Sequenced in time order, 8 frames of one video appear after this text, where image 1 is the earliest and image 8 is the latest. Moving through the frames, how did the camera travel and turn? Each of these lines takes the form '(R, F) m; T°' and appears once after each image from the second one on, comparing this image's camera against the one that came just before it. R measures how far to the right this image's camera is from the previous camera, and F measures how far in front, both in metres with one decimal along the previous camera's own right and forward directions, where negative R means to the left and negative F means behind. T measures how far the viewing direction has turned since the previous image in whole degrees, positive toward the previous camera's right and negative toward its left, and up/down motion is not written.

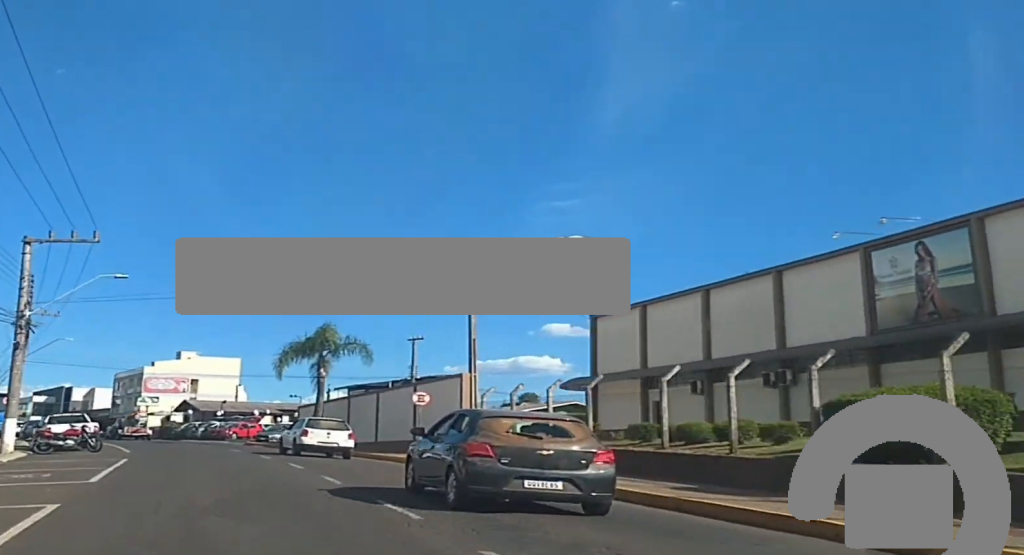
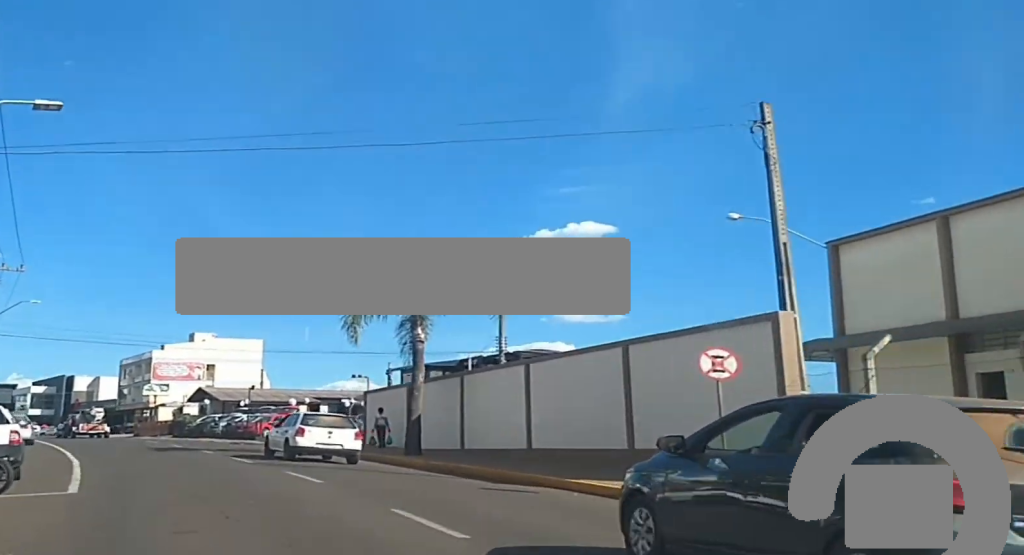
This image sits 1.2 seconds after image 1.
(-0.1, +18.8) m; -2°
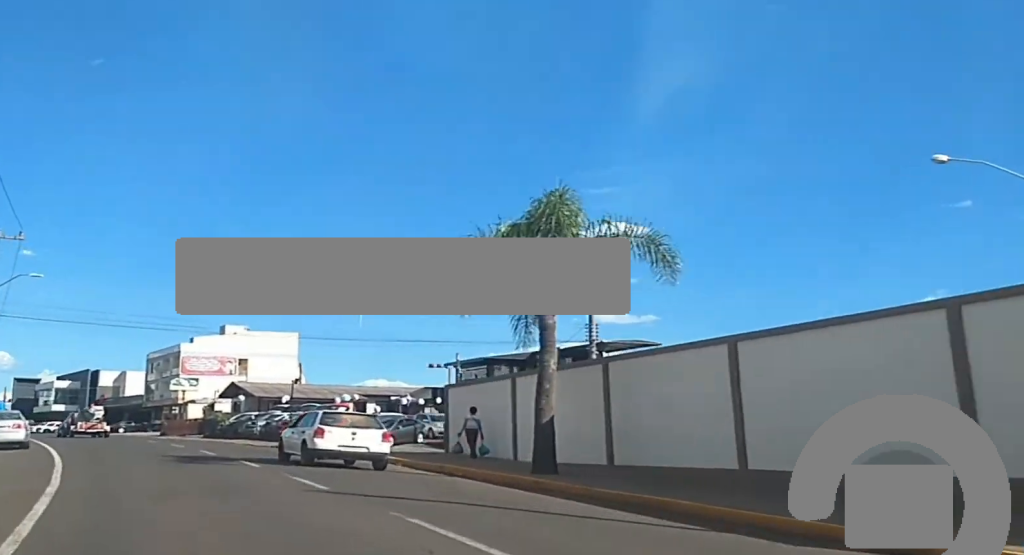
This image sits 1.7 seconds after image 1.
(-0.1, +8.9) m; -1°
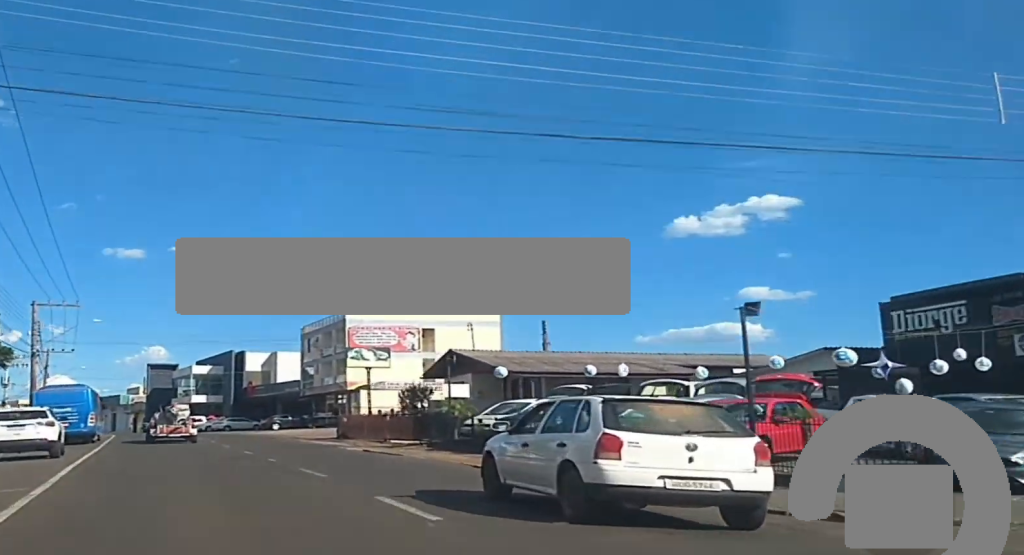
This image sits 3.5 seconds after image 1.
(-1.2, +30.5) m; -4°
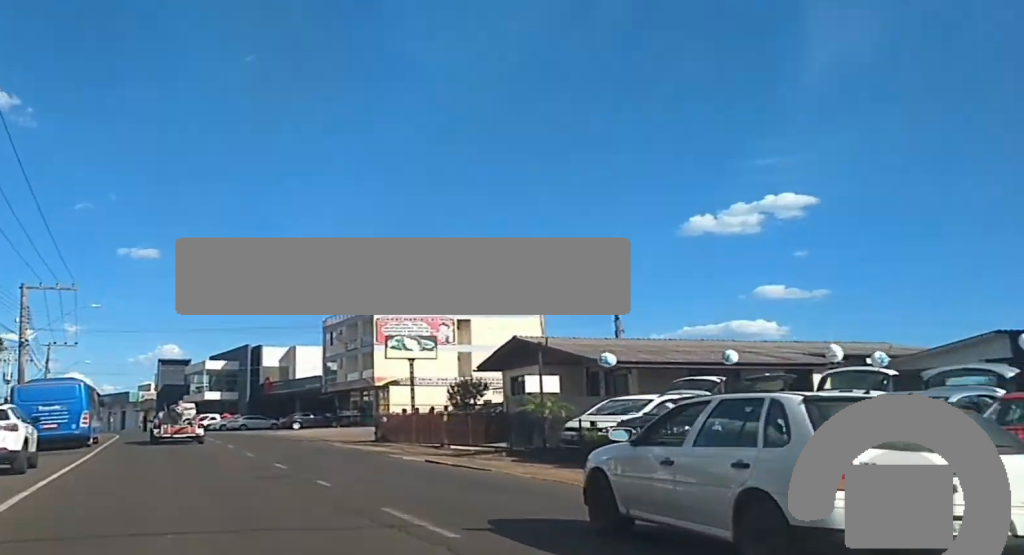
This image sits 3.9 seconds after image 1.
(0.0, +7.6) m; -1°
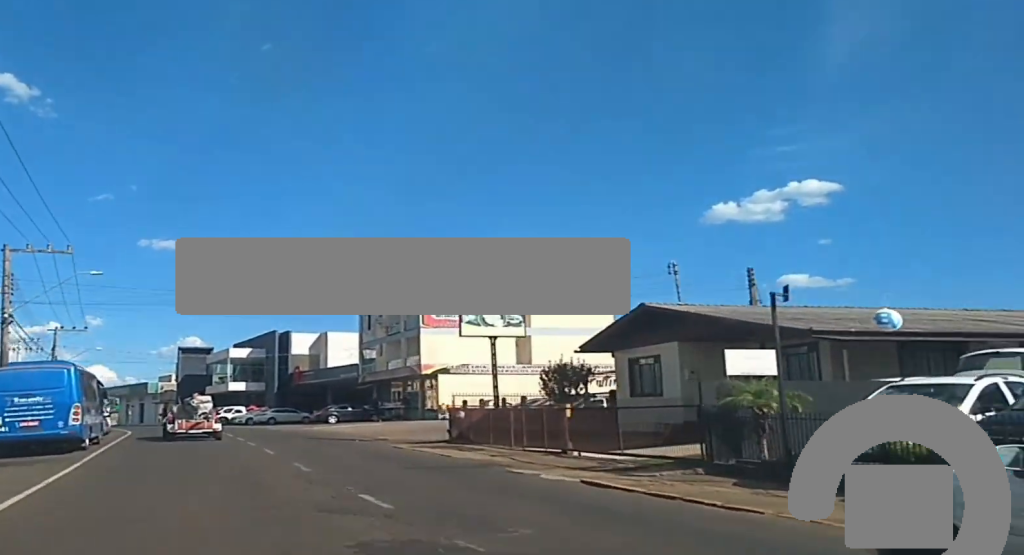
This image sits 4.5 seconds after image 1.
(0.0, +9.9) m; -1°
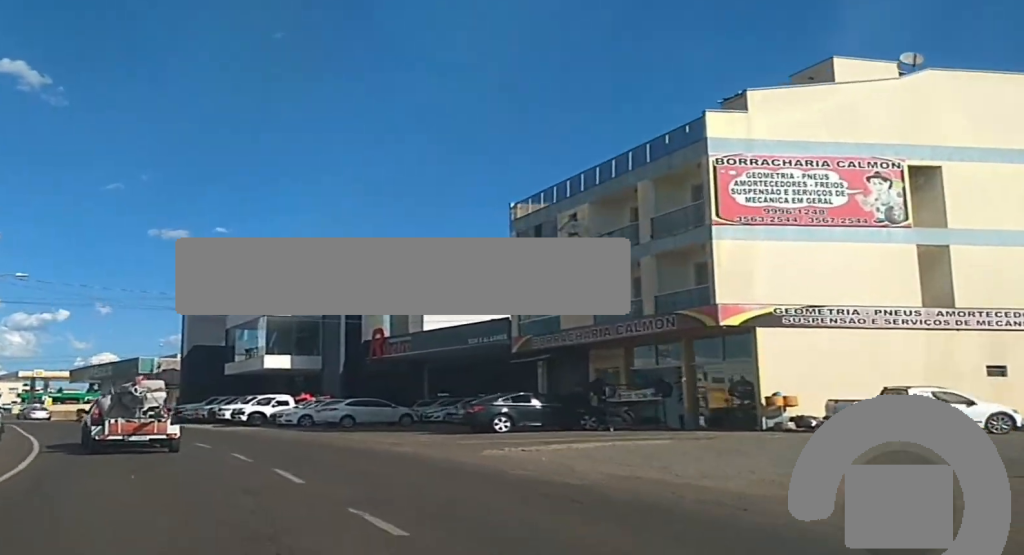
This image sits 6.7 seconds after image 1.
(-0.8, +37.4) m; -2°
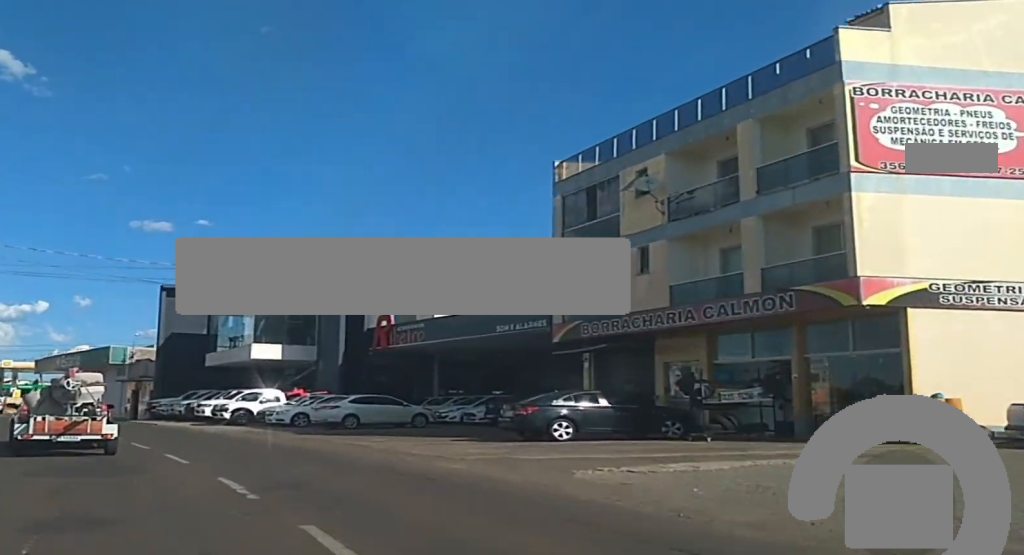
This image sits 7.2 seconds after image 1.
(0.0, +7.0) m; 0°
